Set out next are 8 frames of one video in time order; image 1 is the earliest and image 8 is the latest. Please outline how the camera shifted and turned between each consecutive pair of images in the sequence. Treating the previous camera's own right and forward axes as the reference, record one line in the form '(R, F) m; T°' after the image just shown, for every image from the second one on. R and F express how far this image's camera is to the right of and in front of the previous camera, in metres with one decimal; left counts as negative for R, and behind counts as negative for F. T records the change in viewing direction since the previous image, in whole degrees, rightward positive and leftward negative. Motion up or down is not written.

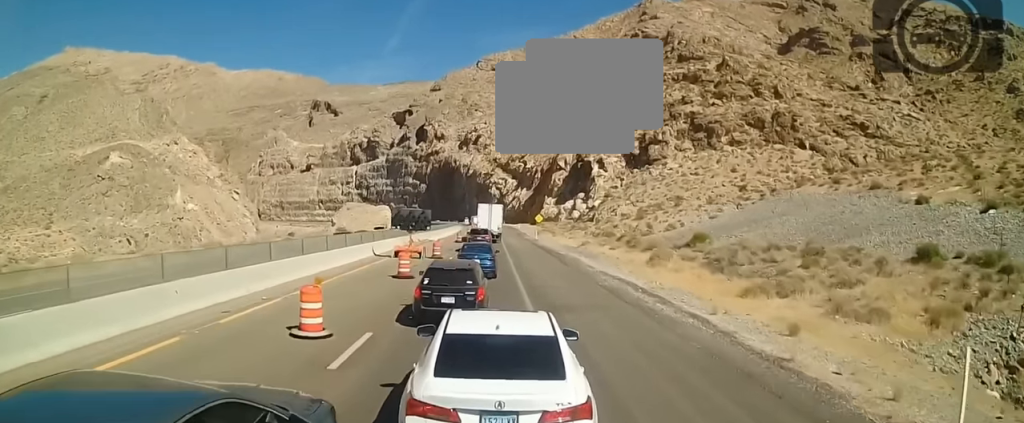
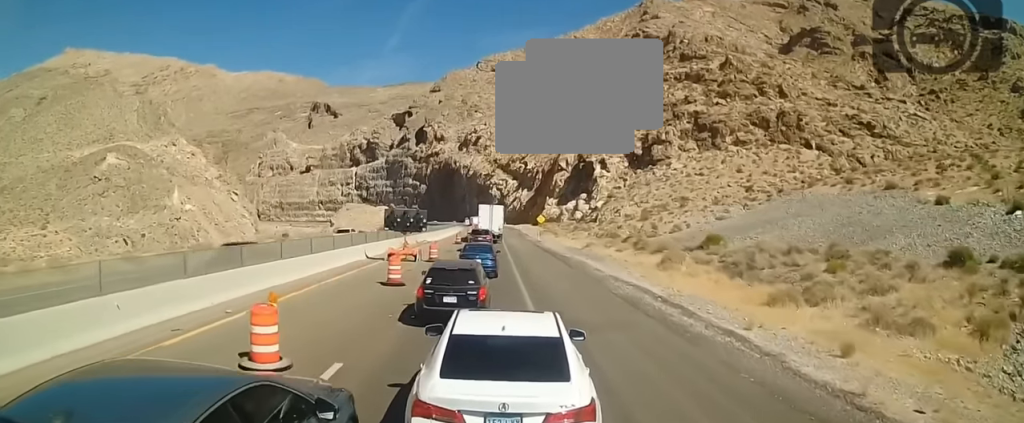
(+0.1, +2.7) m; +1°
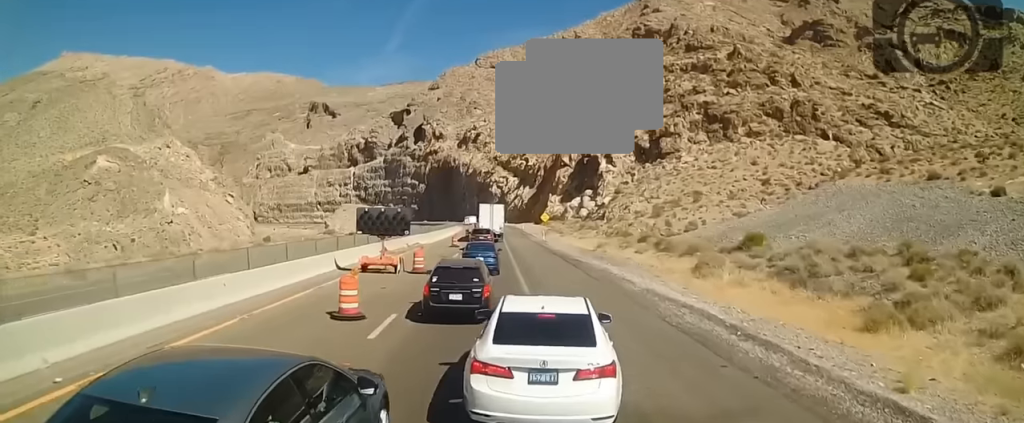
(+0.1, +7.4) m; -3°
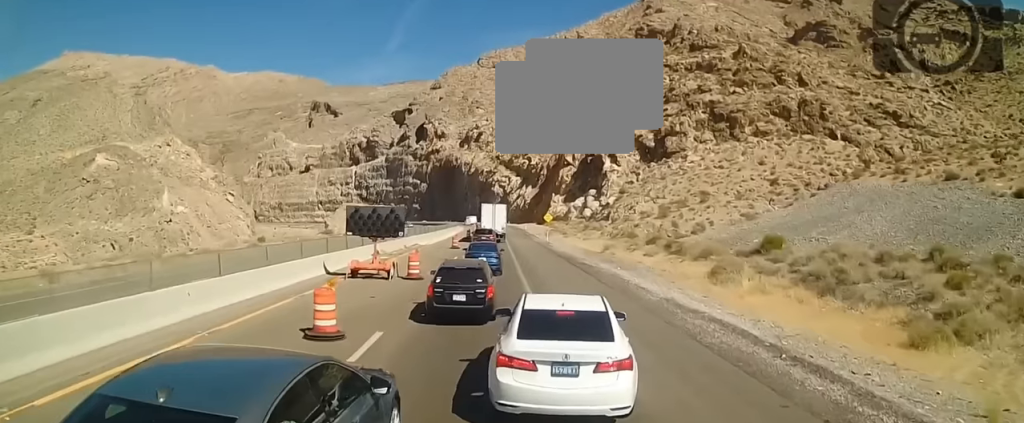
(-0.1, +2.3) m; -2°
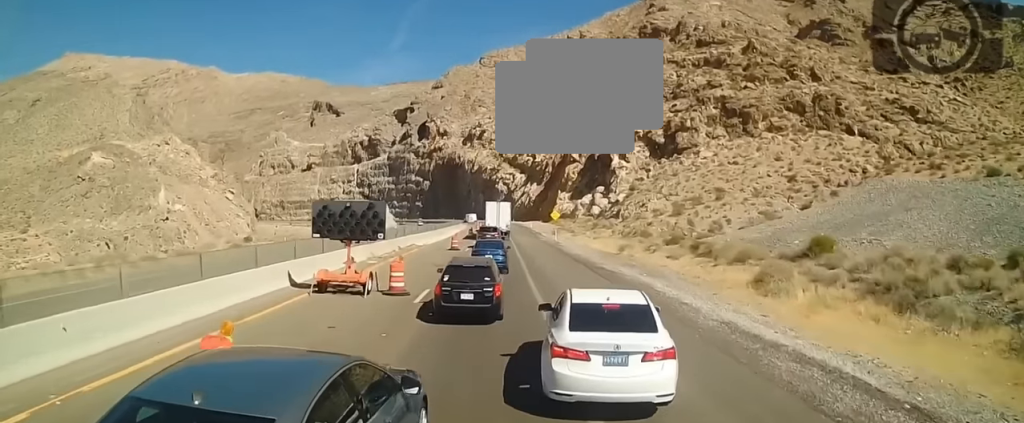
(0.0, +5.0) m; 0°
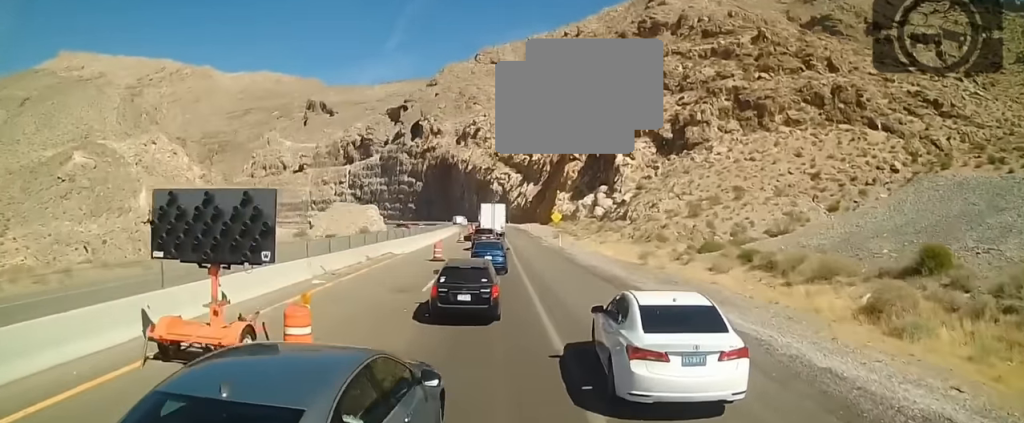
(0.0, +8.3) m; 0°
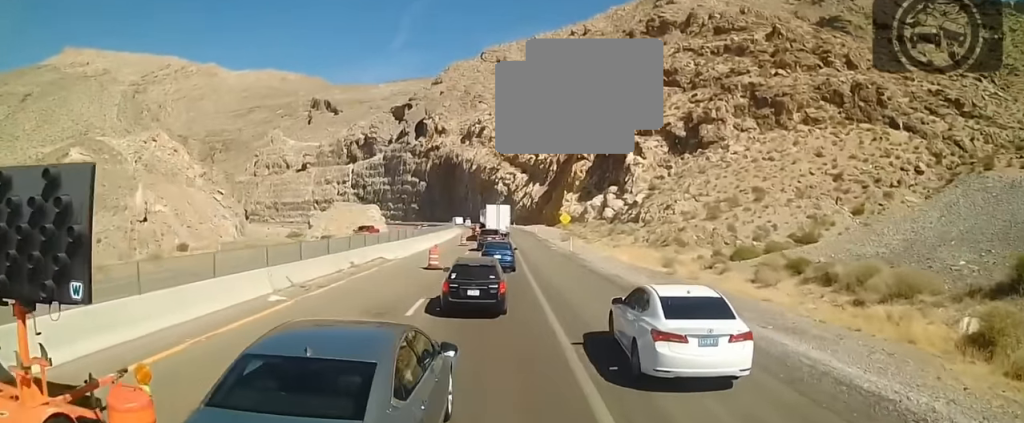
(0.0, +5.2) m; 0°
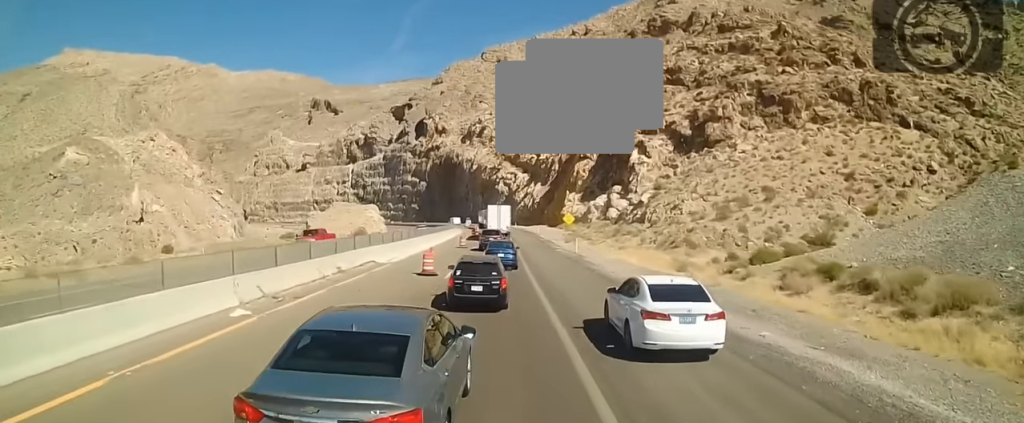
(0.0, +3.1) m; 0°
